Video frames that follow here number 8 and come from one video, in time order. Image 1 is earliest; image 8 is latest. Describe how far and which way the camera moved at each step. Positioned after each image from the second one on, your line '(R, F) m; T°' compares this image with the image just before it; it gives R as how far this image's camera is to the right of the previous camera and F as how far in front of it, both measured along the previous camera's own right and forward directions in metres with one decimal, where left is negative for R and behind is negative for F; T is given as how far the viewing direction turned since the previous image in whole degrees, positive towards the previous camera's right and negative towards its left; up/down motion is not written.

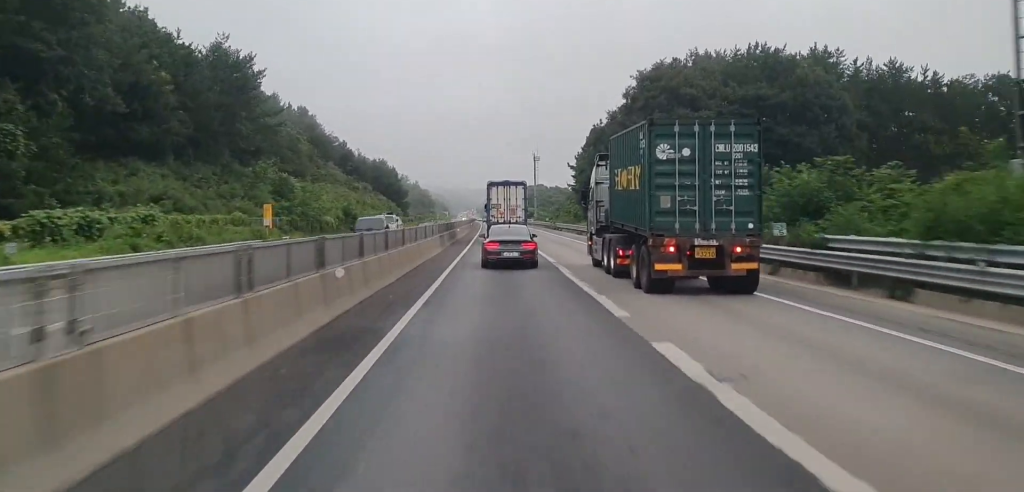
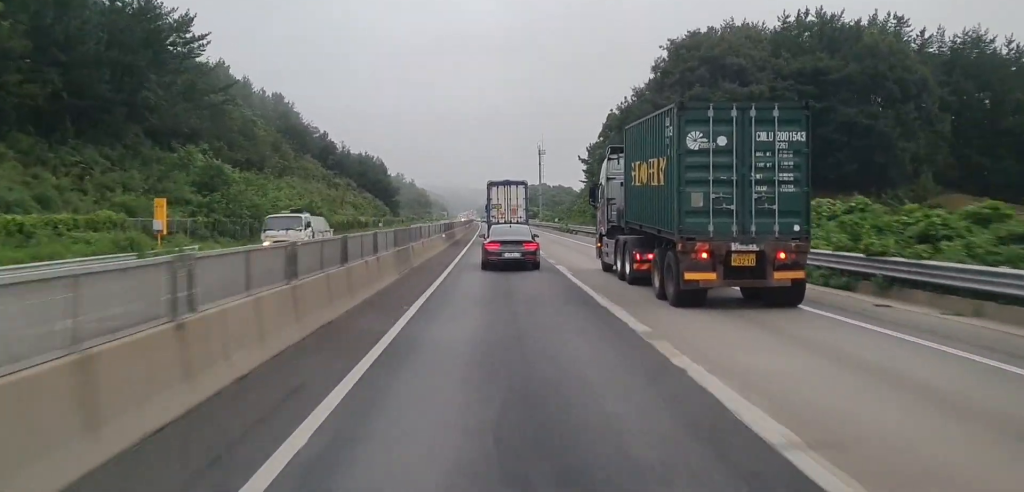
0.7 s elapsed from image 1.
(0.0, +18.0) m; 0°
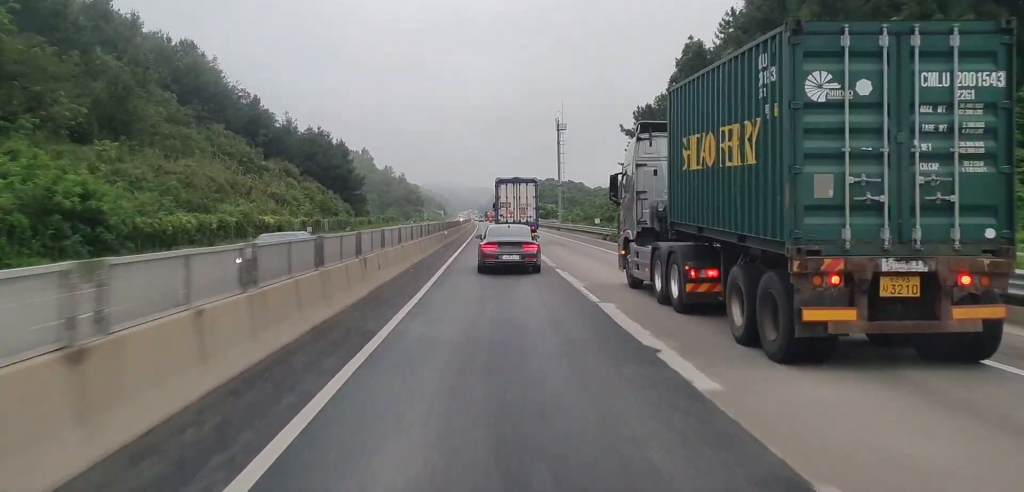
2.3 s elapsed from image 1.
(0.0, +42.0) m; 0°
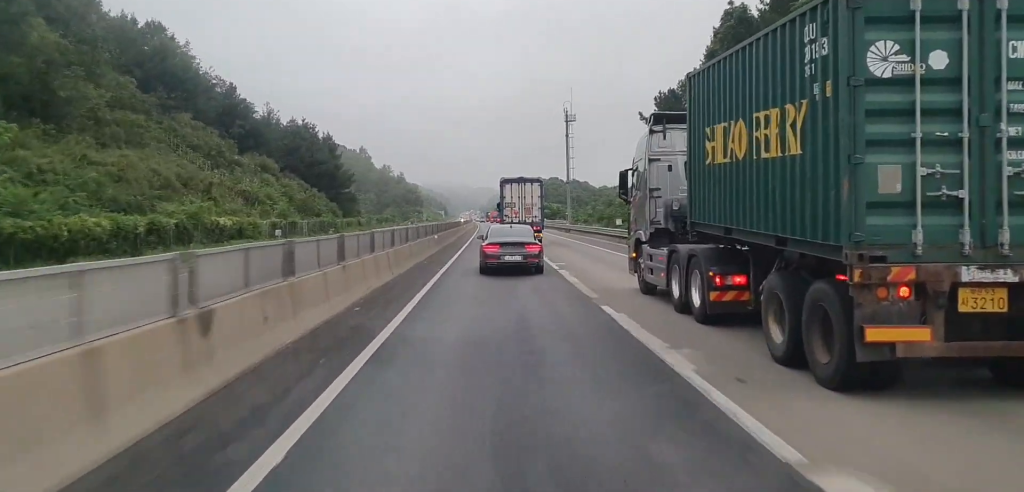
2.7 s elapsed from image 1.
(0.0, +10.3) m; 0°
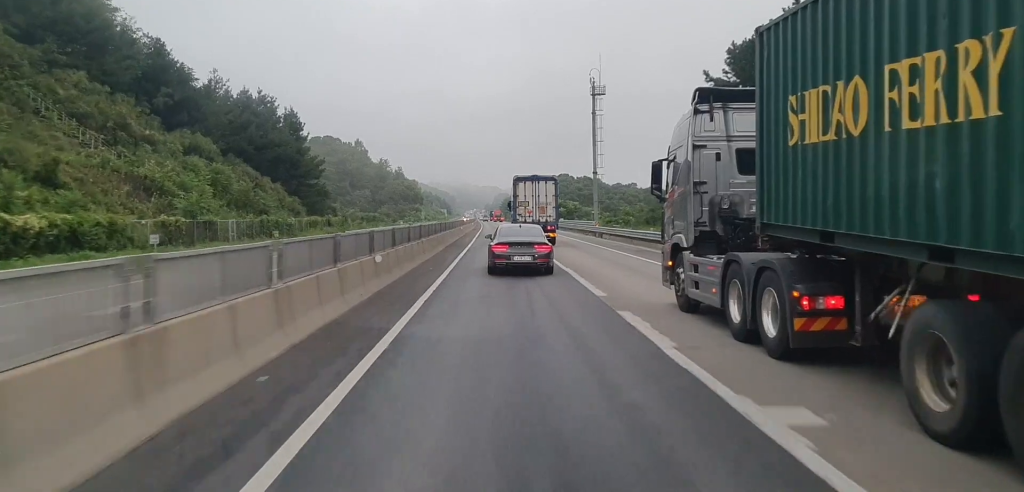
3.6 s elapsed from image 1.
(0.0, +21.6) m; -1°
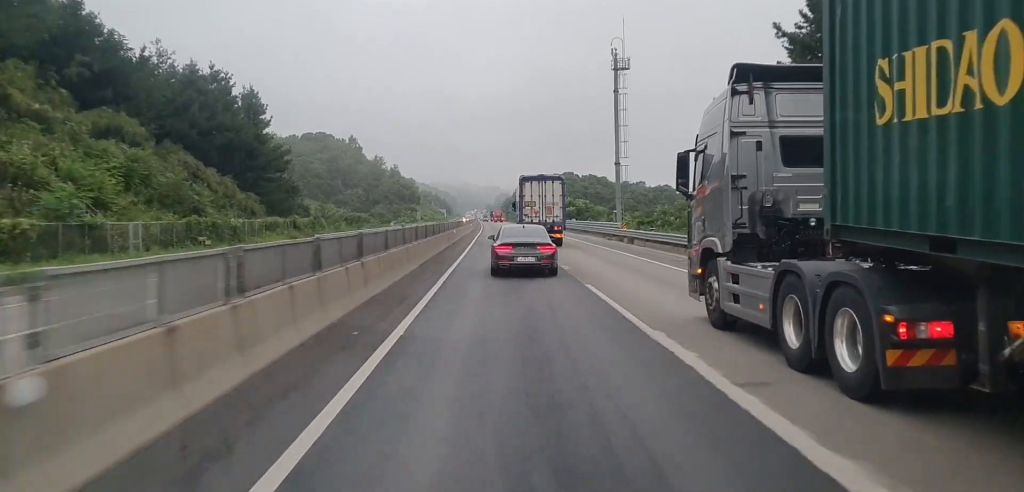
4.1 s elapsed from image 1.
(0.0, +13.9) m; 0°
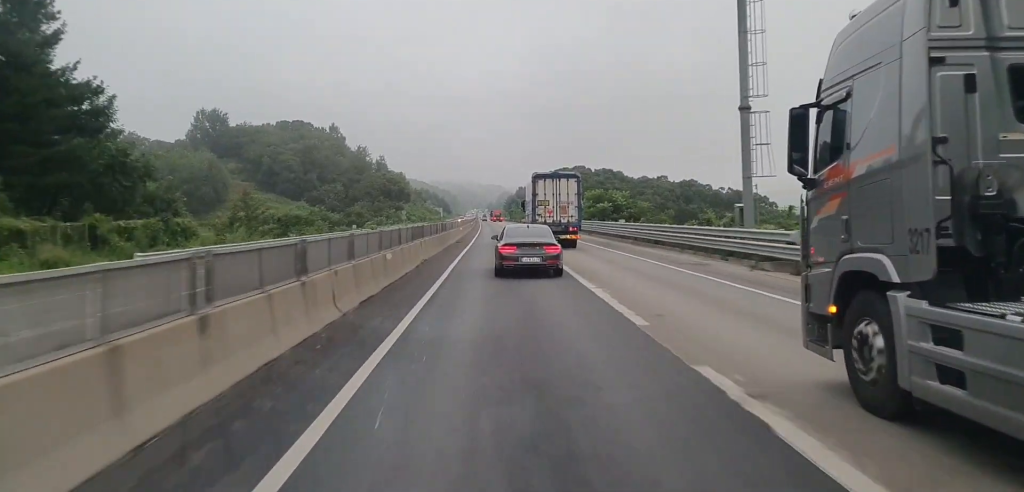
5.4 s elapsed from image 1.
(-0.2, +33.3) m; 0°
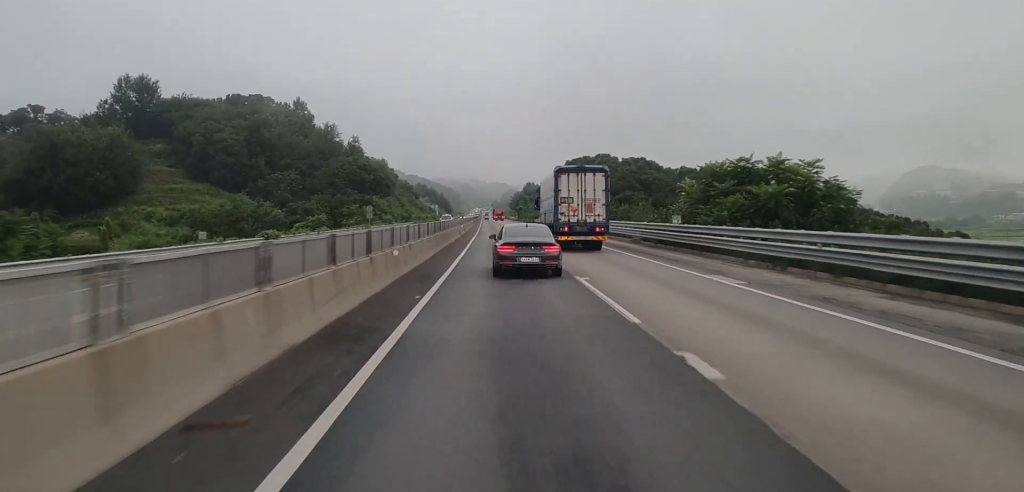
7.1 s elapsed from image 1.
(-0.2, +46.6) m; 0°
